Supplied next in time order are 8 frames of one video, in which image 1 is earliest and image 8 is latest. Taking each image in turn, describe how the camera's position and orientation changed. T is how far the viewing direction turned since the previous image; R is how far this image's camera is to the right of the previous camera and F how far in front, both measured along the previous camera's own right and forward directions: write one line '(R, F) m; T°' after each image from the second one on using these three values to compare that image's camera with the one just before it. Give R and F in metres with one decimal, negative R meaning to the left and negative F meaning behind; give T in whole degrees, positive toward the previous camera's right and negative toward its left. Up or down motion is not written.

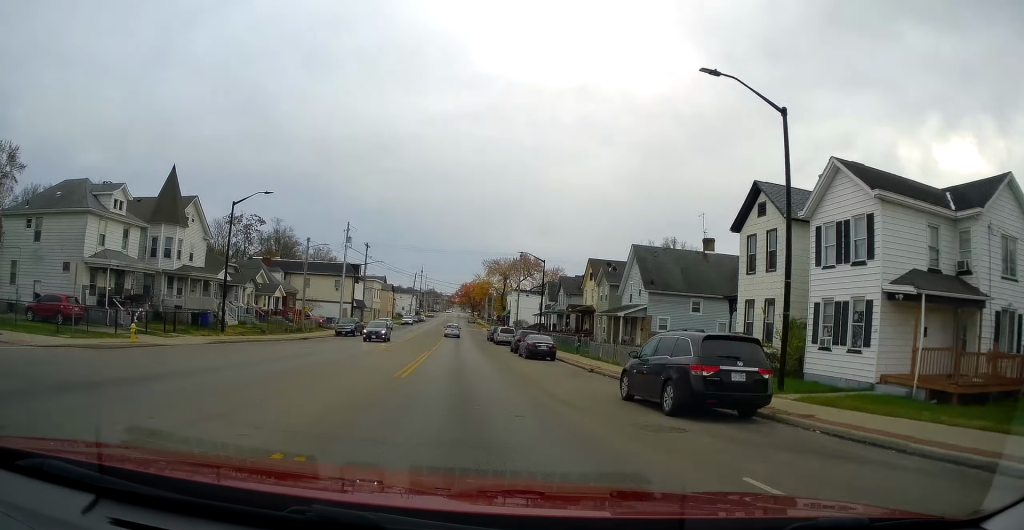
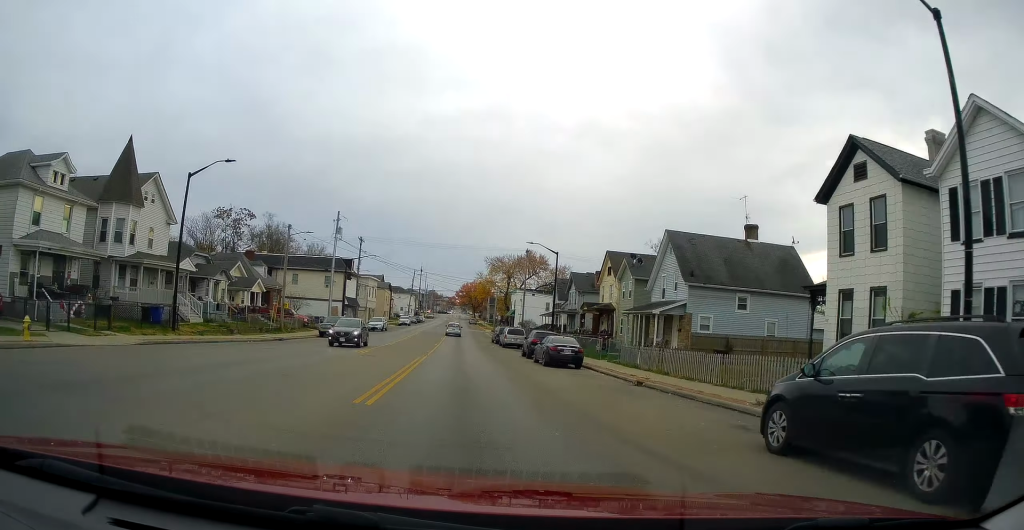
(-0.1, +7.2) m; 0°
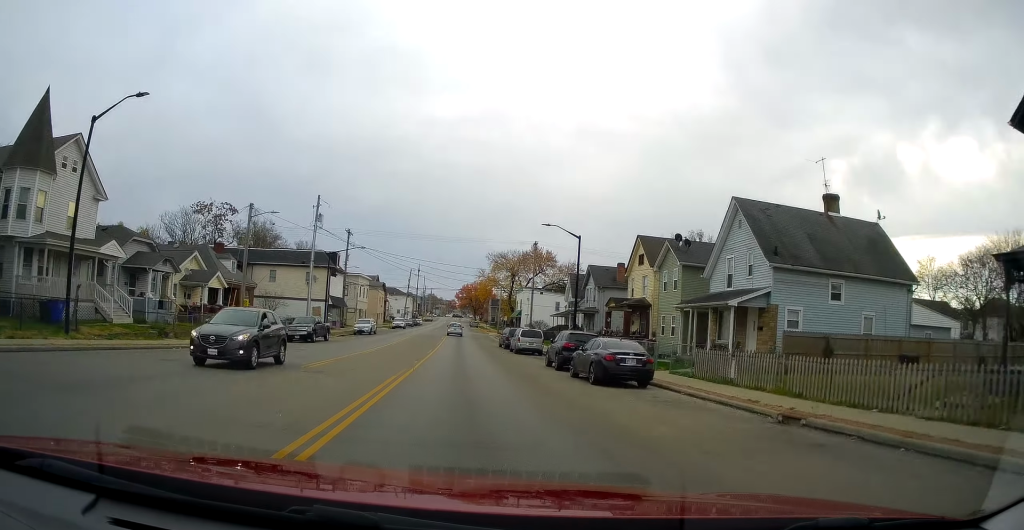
(+0.3, +10.0) m; +1°
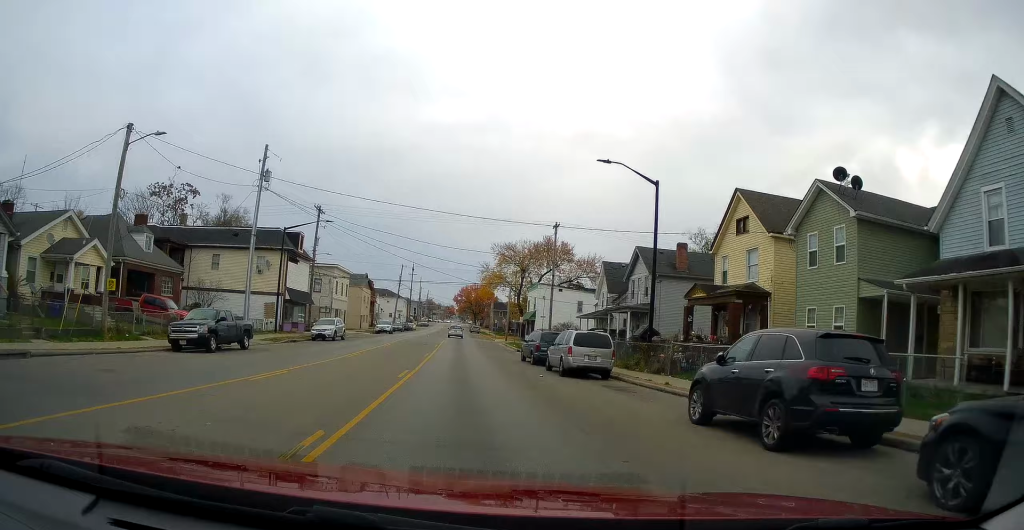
(+0.2, +17.7) m; +2°
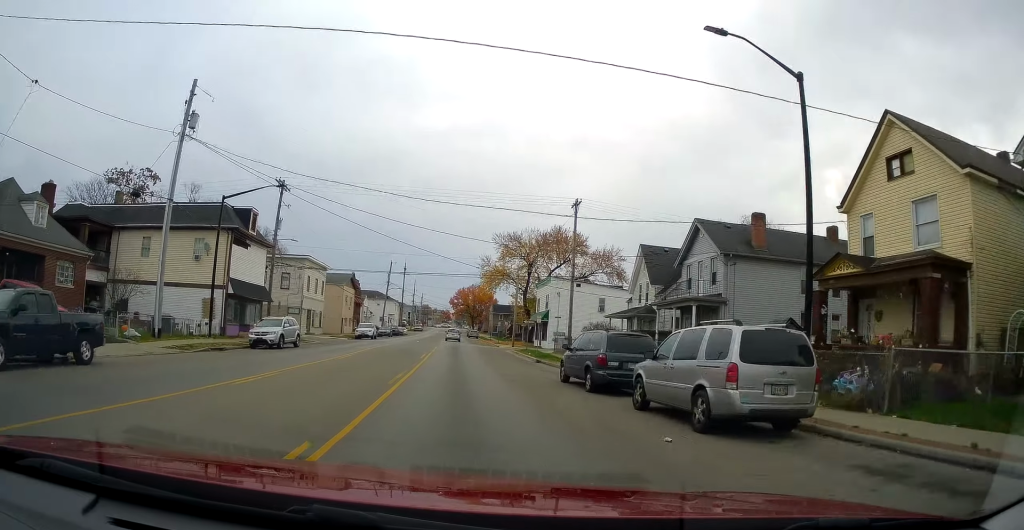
(+0.3, +13.3) m; +1°
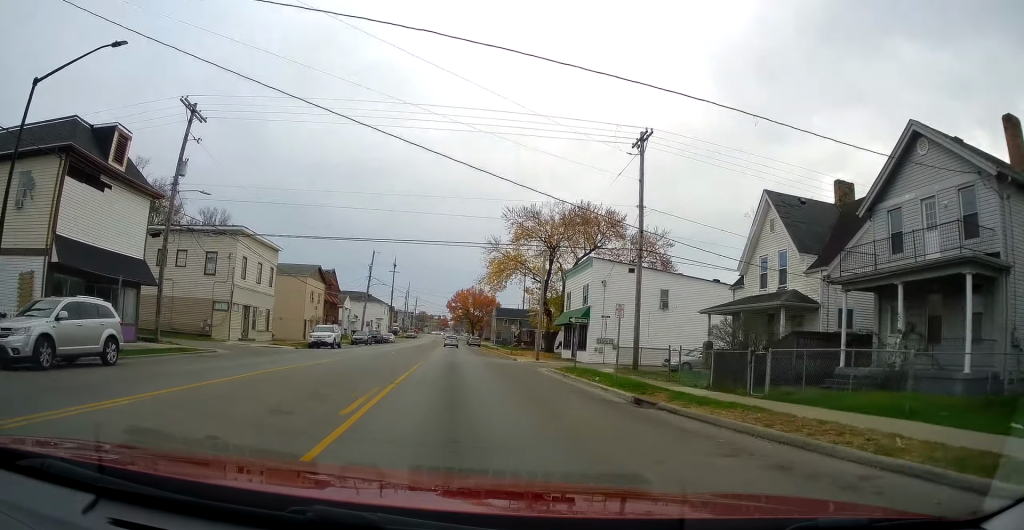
(-0.1, +20.2) m; 0°
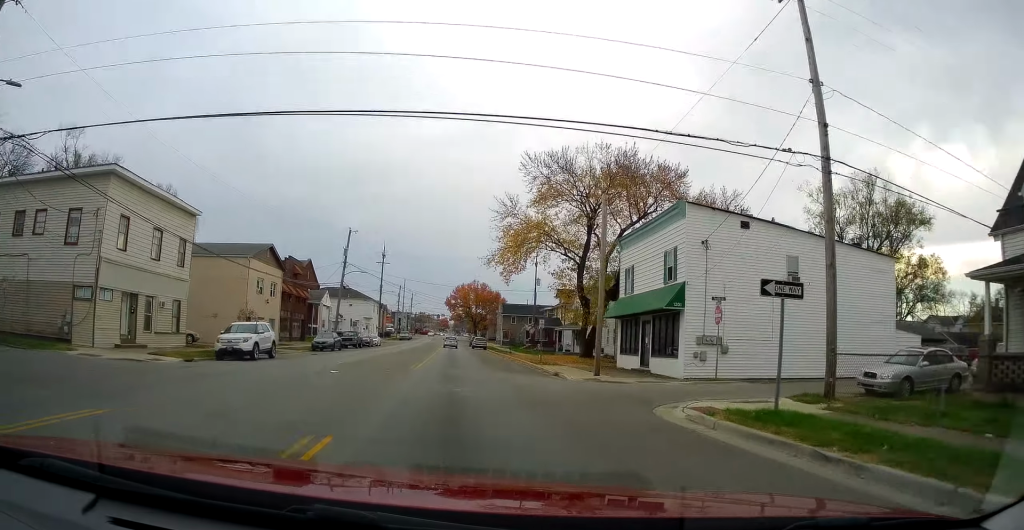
(+0.4, +18.3) m; 0°
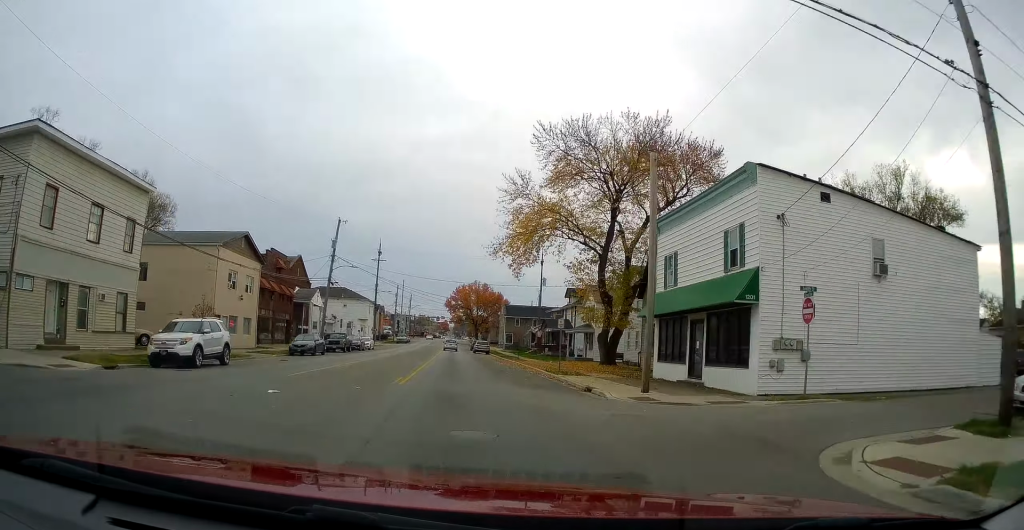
(-0.2, +6.5) m; -1°
